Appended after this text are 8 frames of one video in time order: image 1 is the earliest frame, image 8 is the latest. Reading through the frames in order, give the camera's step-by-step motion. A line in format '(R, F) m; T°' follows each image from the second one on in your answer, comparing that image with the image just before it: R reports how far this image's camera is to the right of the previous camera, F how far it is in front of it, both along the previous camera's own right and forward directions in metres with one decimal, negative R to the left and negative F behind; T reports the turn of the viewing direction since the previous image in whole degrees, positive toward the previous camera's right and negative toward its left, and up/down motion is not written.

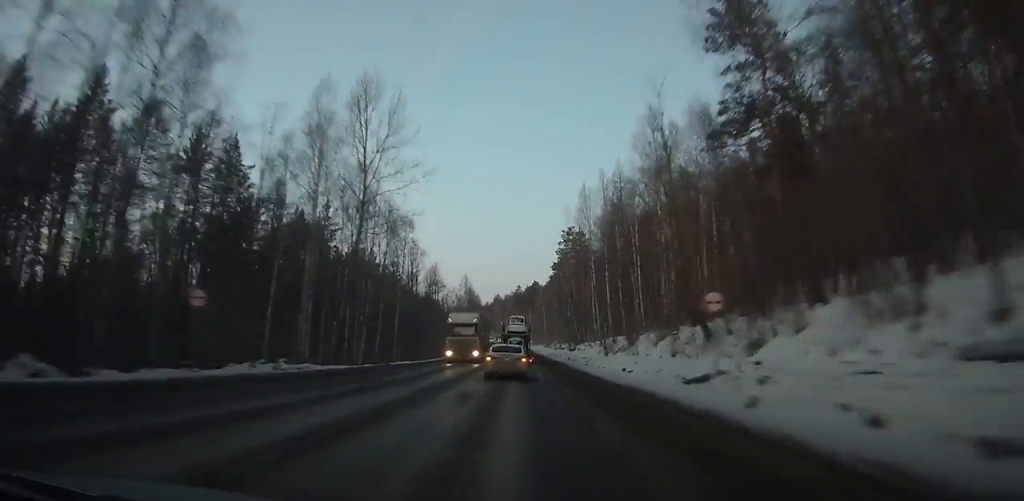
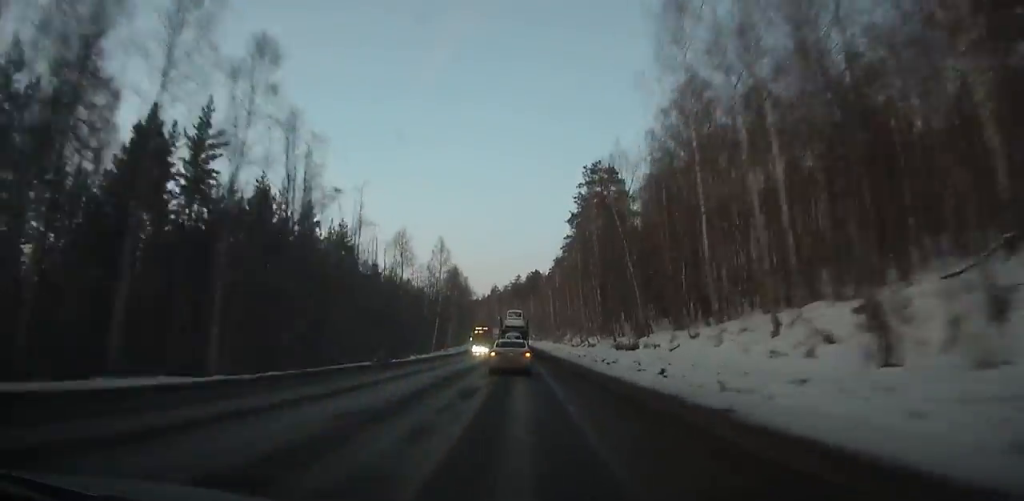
(+0.1, +42.4) m; 0°
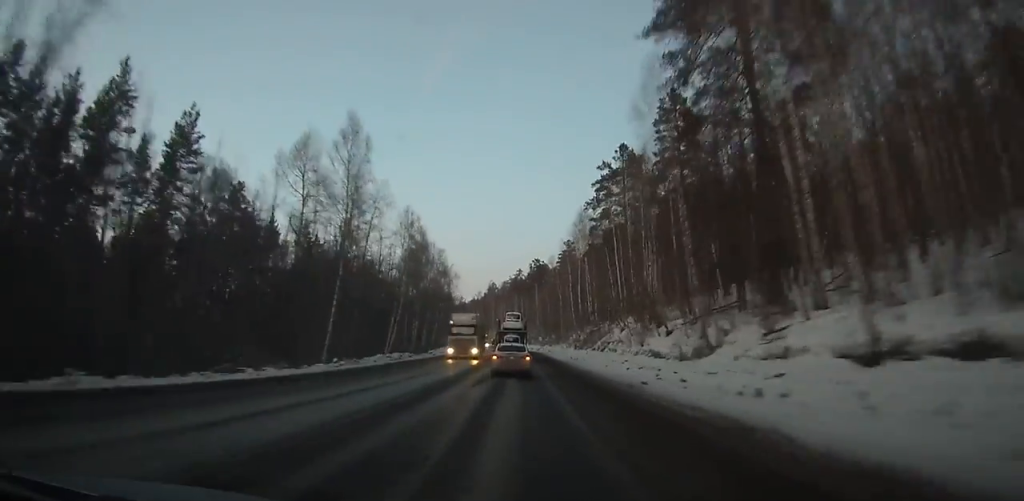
(-0.3, +51.9) m; -1°
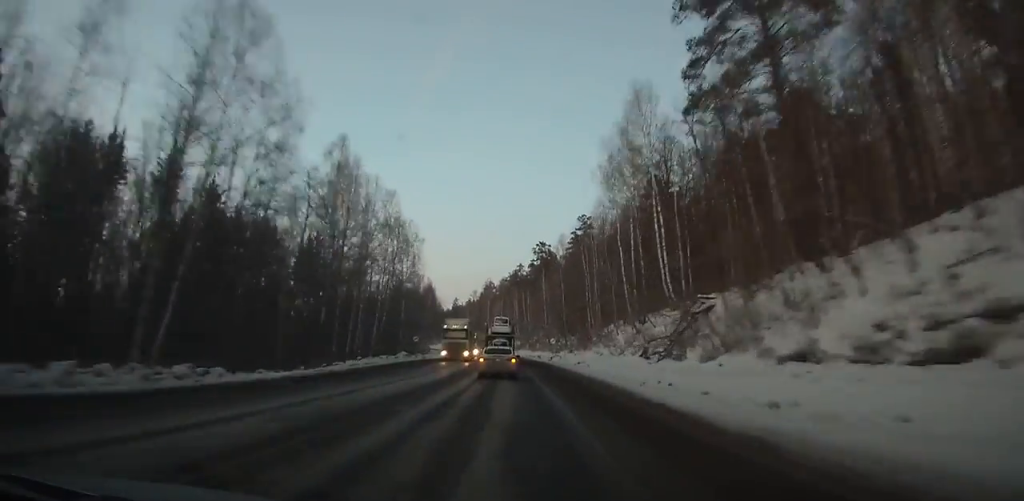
(-0.1, +44.2) m; -1°
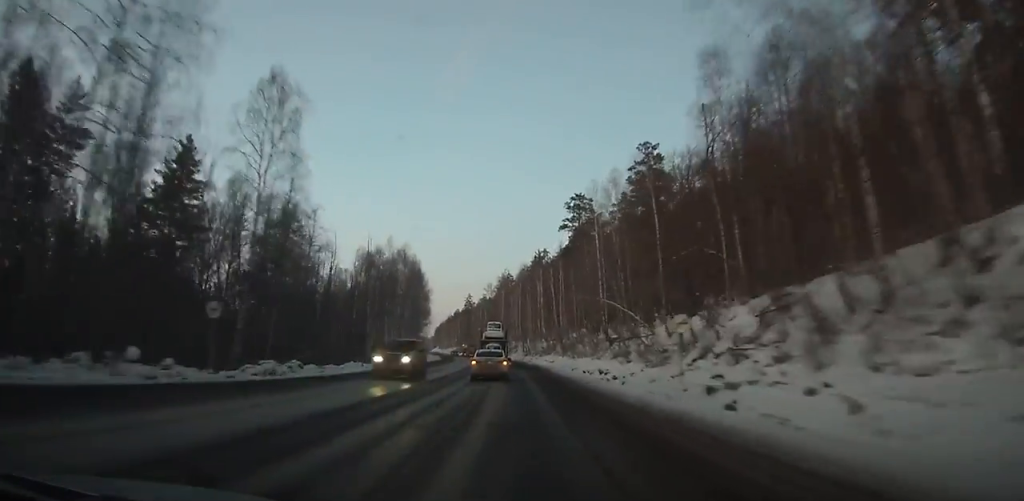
(-0.5, +55.3) m; -2°
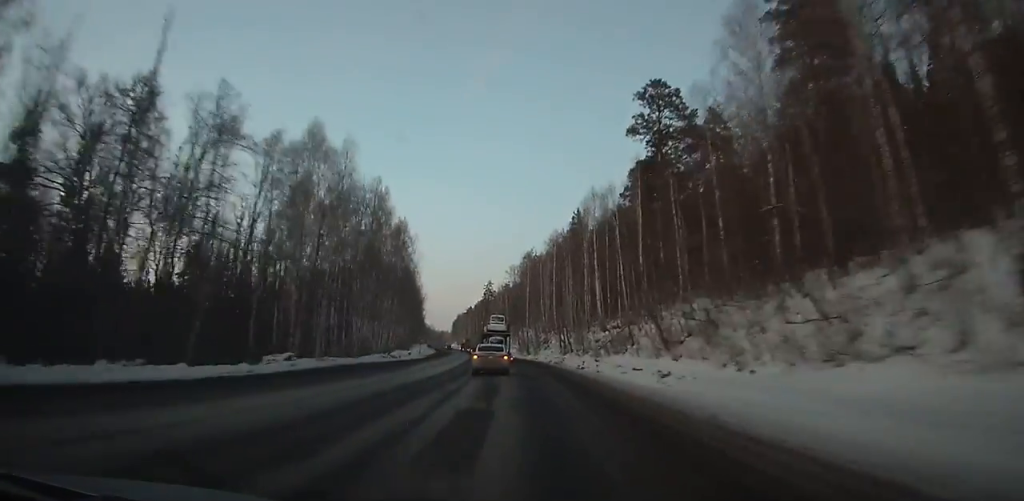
(-0.8, +46.1) m; -3°
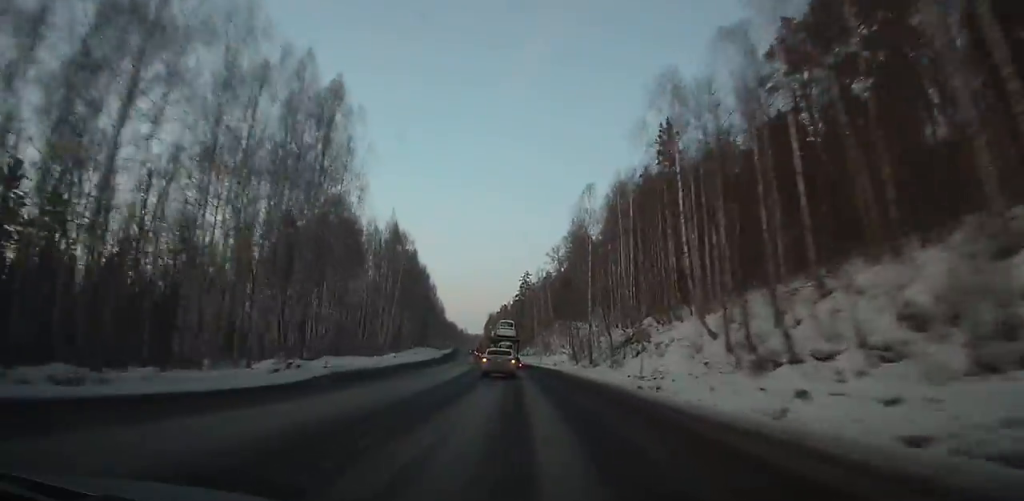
(-1.9, +51.9) m; -4°
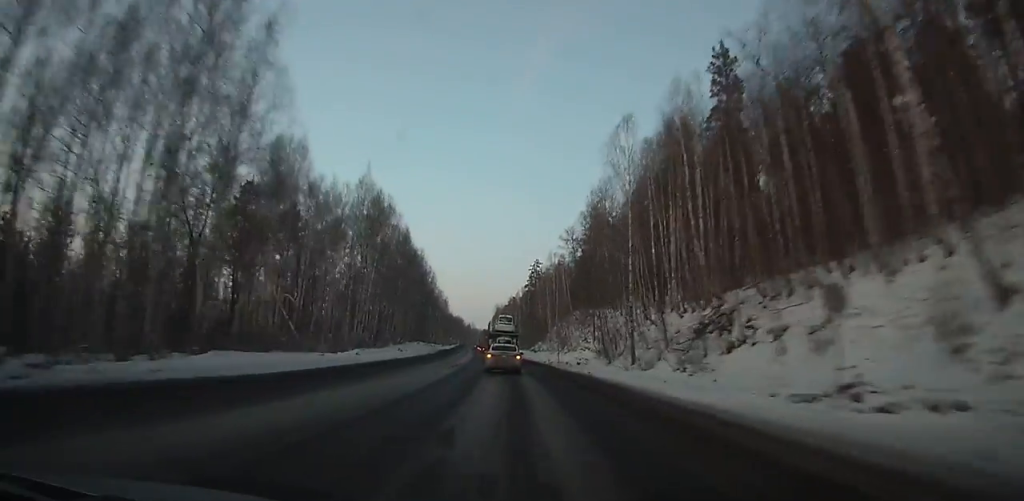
(-0.1, +19.0) m; -1°
